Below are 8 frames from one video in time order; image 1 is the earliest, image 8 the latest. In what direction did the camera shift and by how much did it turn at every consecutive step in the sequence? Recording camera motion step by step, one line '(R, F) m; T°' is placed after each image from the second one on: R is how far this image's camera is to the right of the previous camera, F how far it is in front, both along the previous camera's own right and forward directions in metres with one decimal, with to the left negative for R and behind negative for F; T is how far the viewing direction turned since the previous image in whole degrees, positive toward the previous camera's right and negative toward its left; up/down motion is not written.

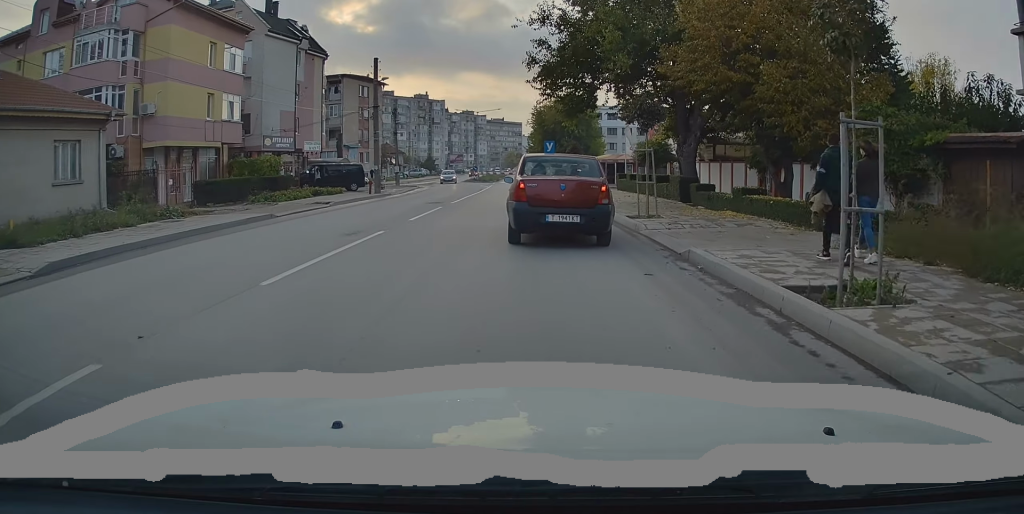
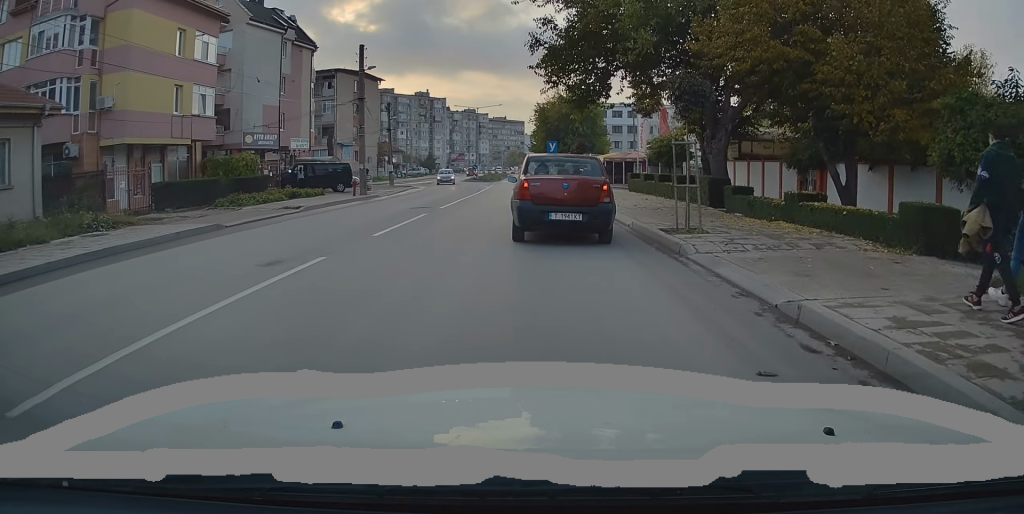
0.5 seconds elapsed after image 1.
(-0.2, +3.9) m; 0°
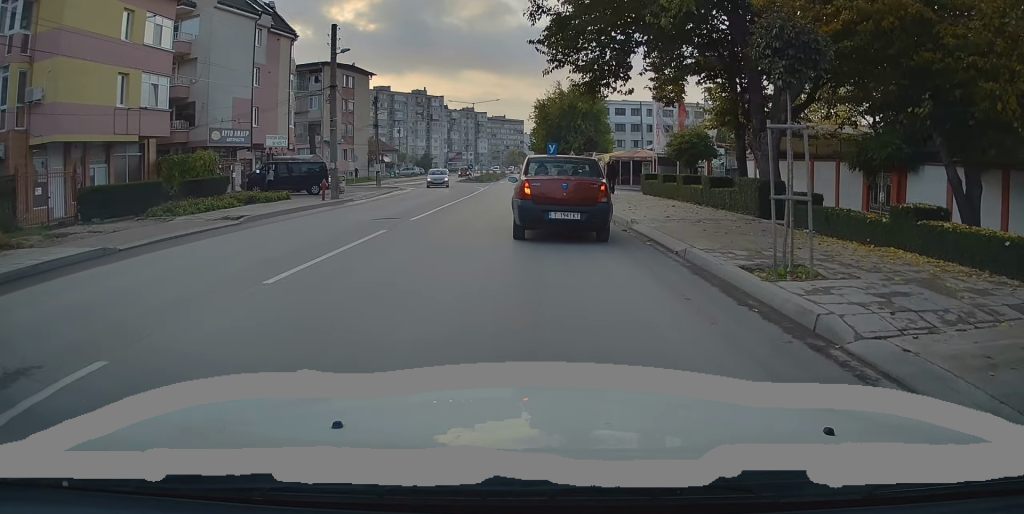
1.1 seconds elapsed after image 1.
(+0.1, +5.0) m; +1°
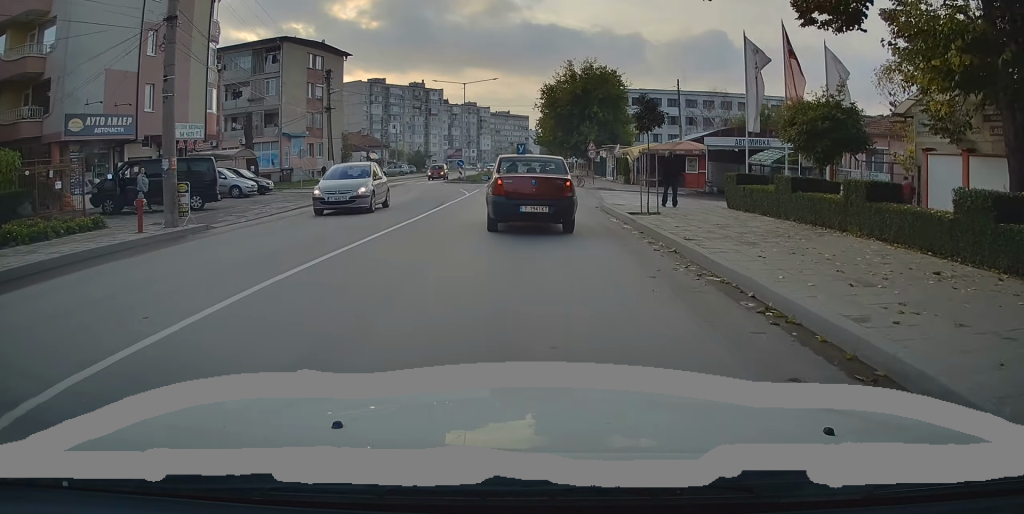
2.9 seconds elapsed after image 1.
(+0.4, +14.5) m; +2°
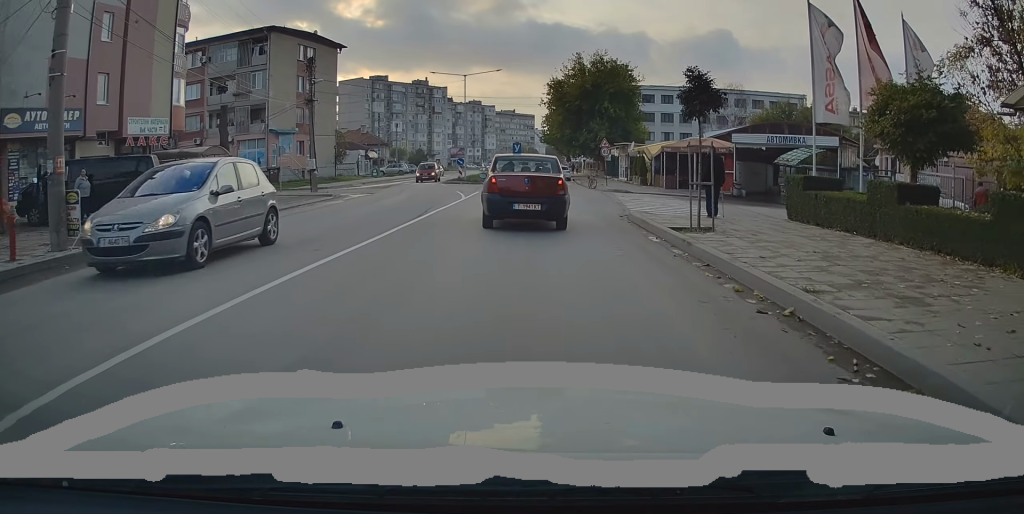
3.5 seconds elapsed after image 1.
(0.0, +4.6) m; 0°
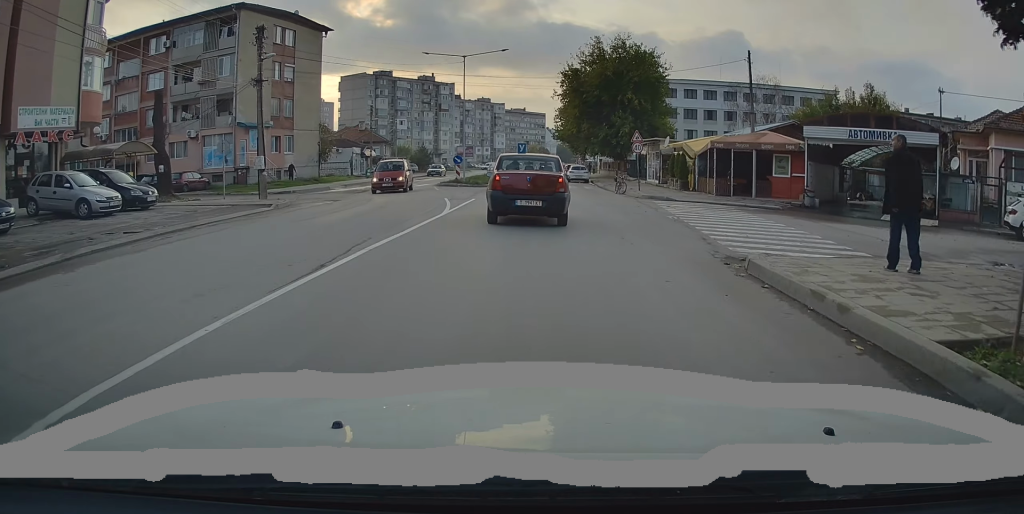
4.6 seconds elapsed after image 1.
(0.0, +8.5) m; 0°
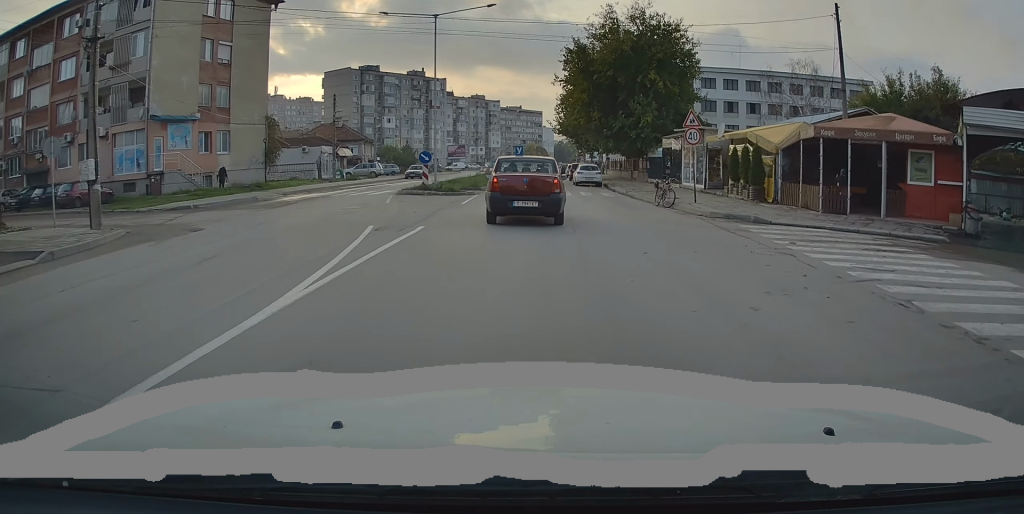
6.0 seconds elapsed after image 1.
(0.0, +11.6) m; -3°
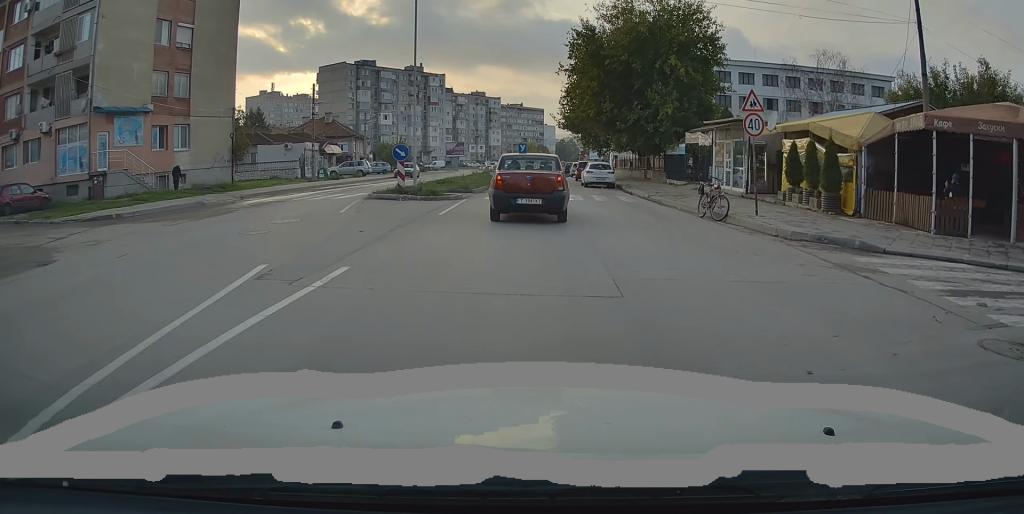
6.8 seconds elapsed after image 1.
(+0.1, +5.6) m; -4°
